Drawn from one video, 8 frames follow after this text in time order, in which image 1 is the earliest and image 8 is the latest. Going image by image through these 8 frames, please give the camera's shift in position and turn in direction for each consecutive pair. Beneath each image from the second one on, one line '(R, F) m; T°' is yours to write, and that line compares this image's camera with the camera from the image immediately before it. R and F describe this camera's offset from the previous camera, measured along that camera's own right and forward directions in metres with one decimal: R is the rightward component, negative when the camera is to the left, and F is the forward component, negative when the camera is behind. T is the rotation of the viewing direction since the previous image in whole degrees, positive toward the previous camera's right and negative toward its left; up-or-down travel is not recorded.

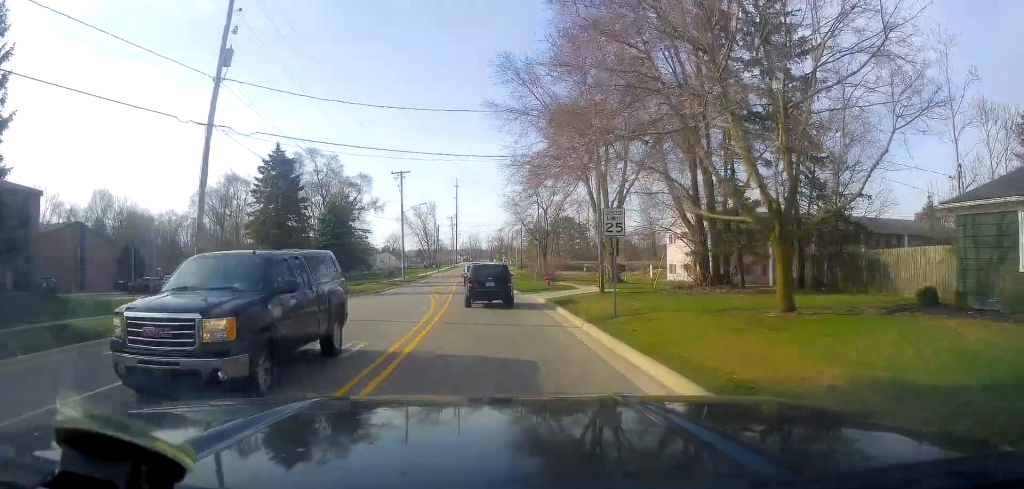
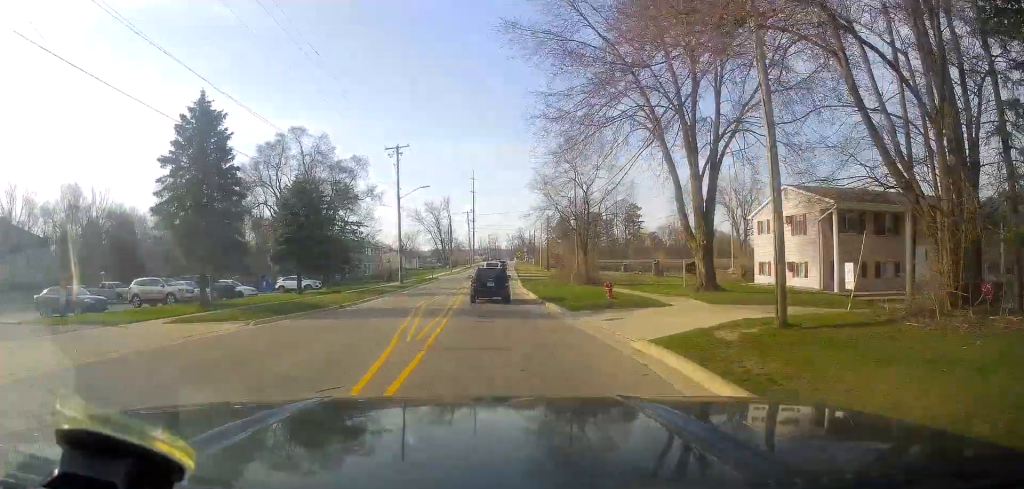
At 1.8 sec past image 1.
(+0.2, +15.4) m; -2°
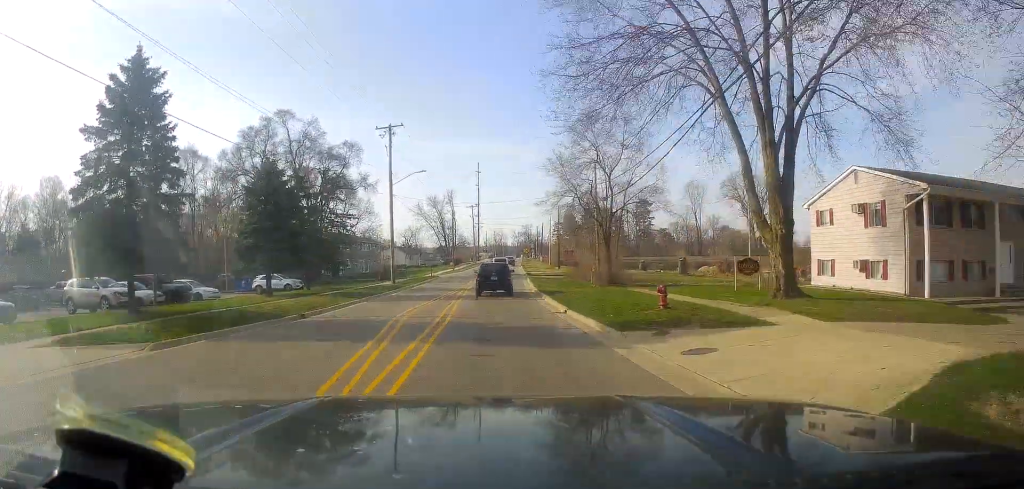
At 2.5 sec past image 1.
(-0.1, +7.3) m; -2°
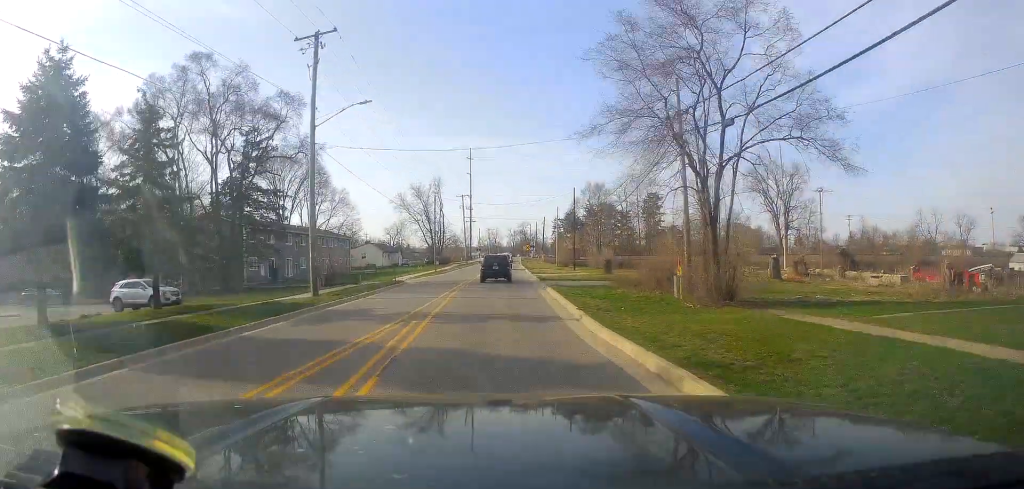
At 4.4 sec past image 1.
(+0.2, +20.4) m; +1°
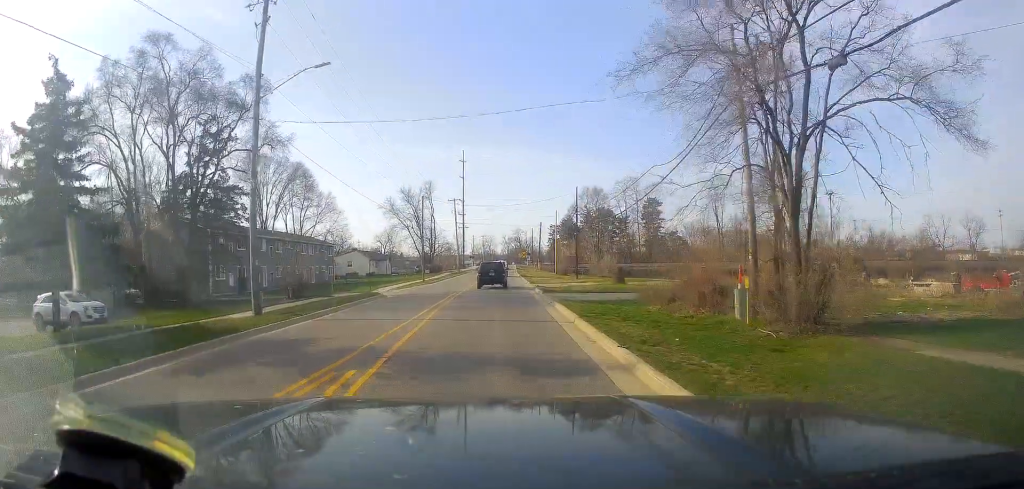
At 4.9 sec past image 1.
(-0.4, +6.4) m; 0°
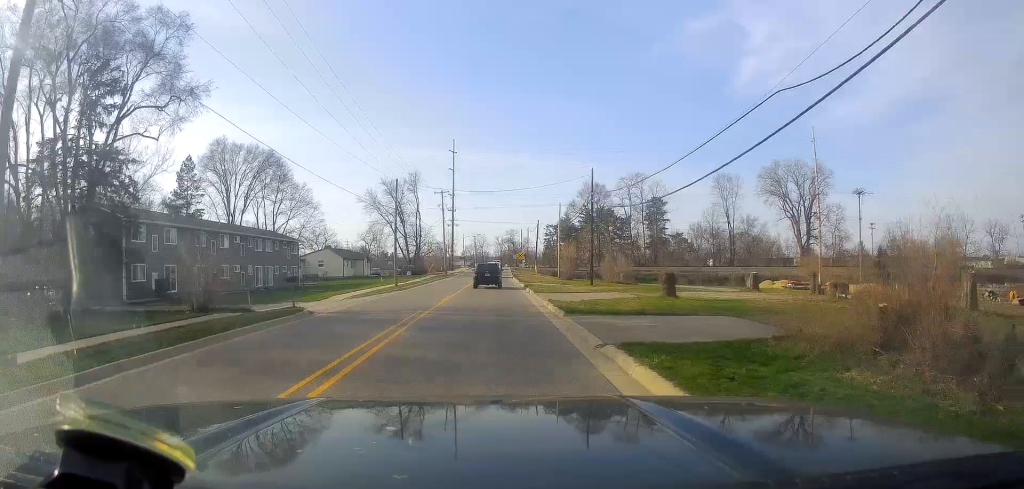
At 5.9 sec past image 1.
(+0.2, +12.5) m; +1°
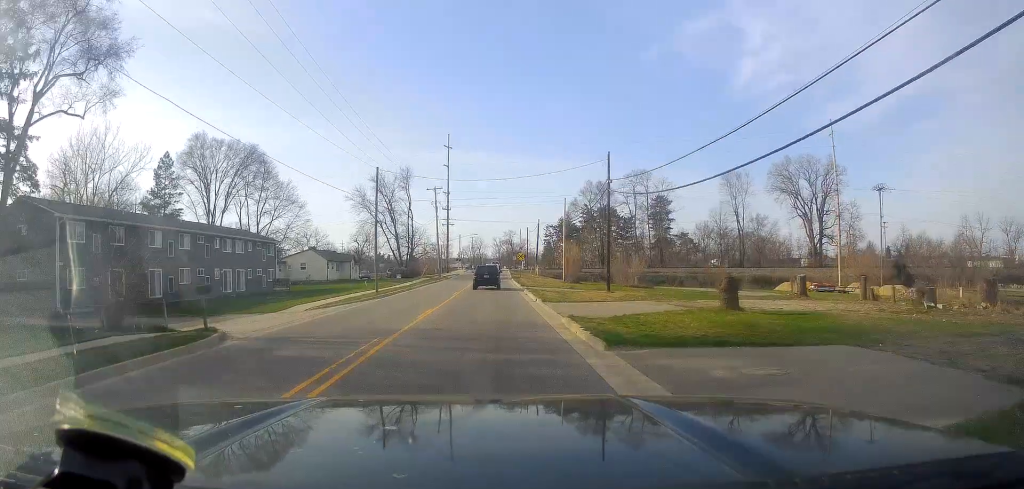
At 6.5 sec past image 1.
(+0.1, +7.3) m; 0°
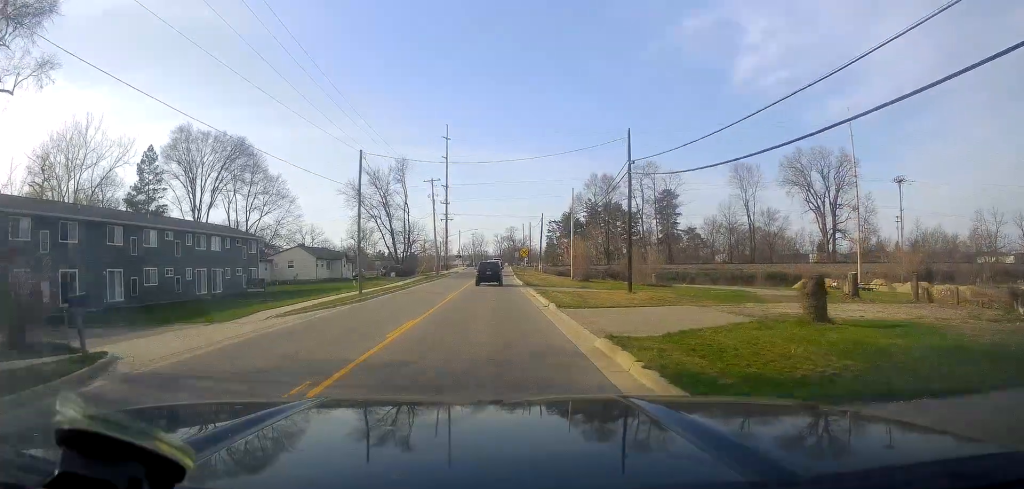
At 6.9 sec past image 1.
(-0.1, +5.6) m; -1°
